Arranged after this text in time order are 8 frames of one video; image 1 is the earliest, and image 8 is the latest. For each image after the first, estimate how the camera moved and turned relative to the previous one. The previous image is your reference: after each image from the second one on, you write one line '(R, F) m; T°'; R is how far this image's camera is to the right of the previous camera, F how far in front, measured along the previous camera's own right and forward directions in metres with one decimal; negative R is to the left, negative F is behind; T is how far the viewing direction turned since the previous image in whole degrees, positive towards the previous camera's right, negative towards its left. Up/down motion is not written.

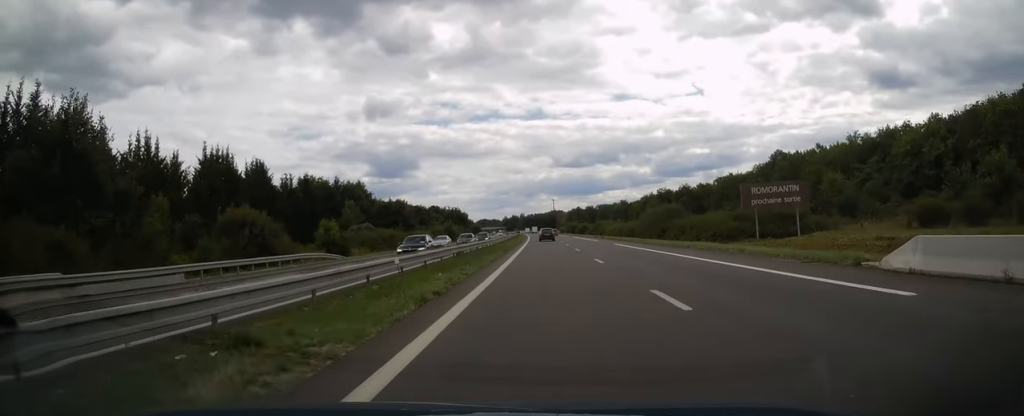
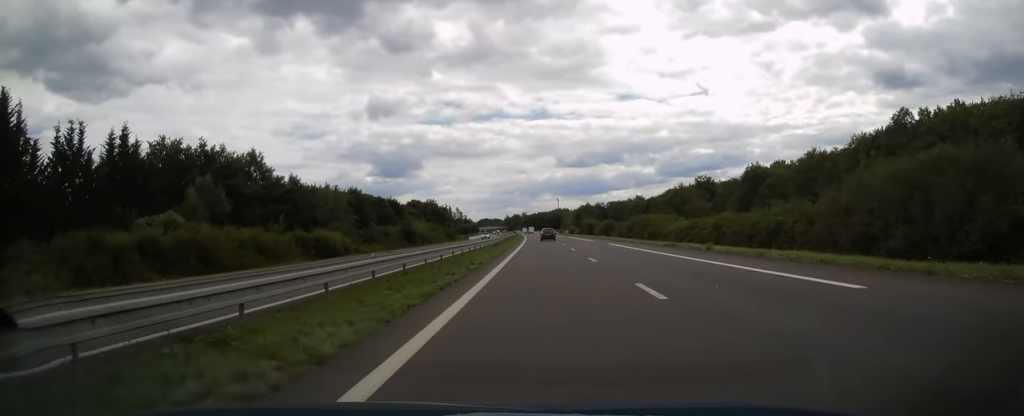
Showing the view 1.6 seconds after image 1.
(-0.3, +51.2) m; -1°
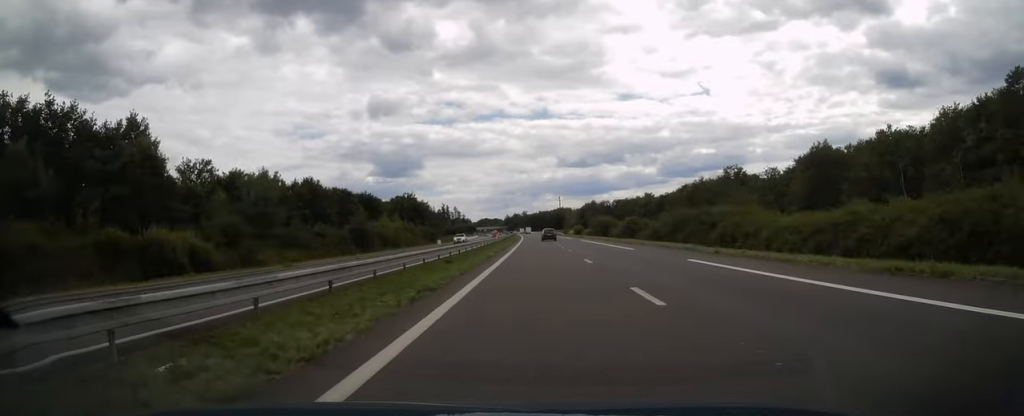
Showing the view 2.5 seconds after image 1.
(0.0, +27.1) m; 0°
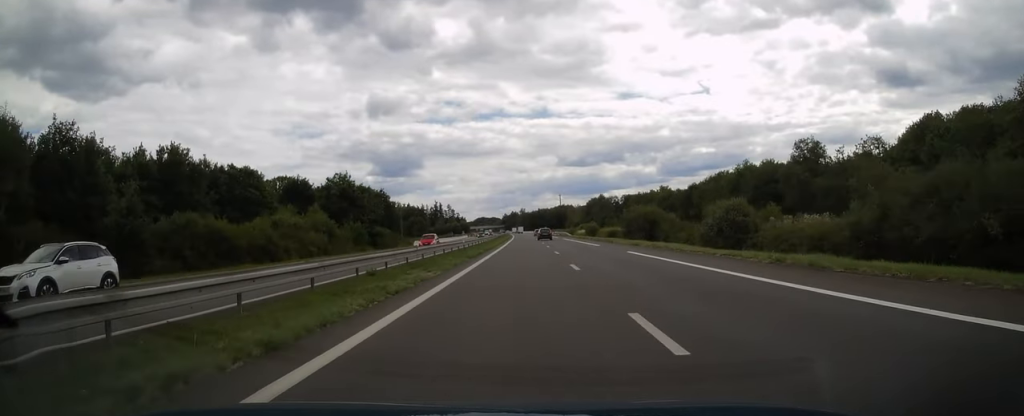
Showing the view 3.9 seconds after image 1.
(-0.1, +43.2) m; 0°
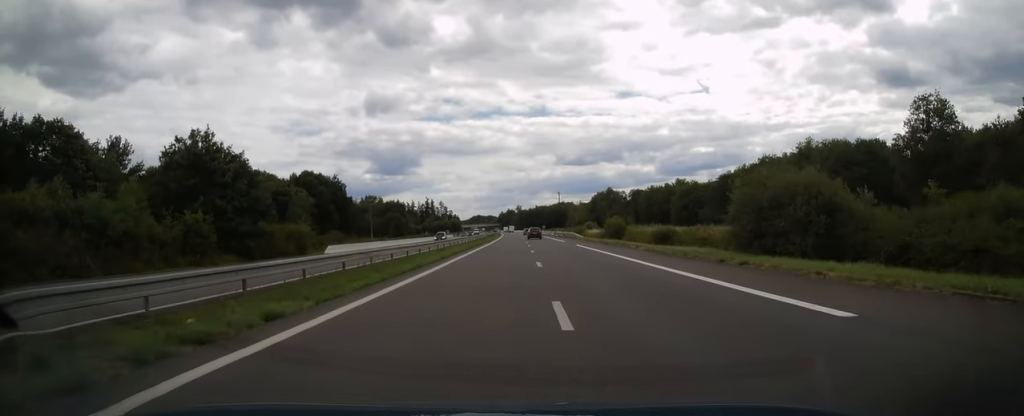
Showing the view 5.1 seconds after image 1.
(0.0, +37.5) m; 0°
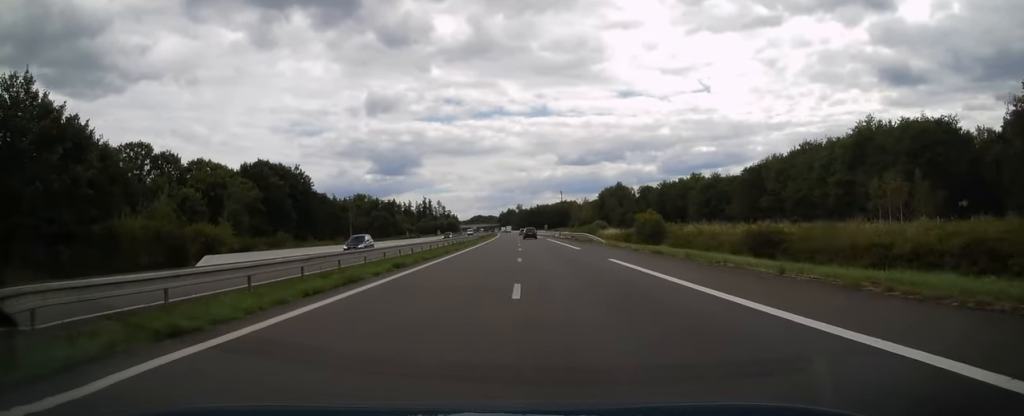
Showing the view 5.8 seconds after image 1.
(0.0, +22.4) m; 0°
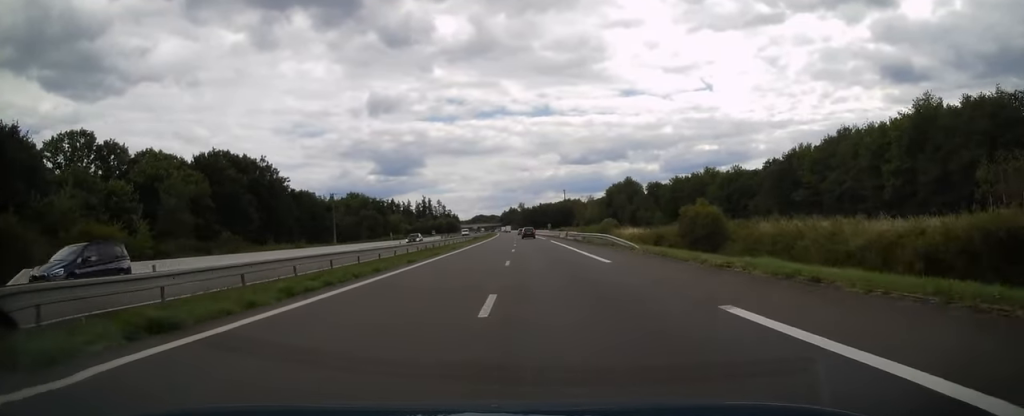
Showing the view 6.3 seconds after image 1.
(0.0, +15.6) m; 0°
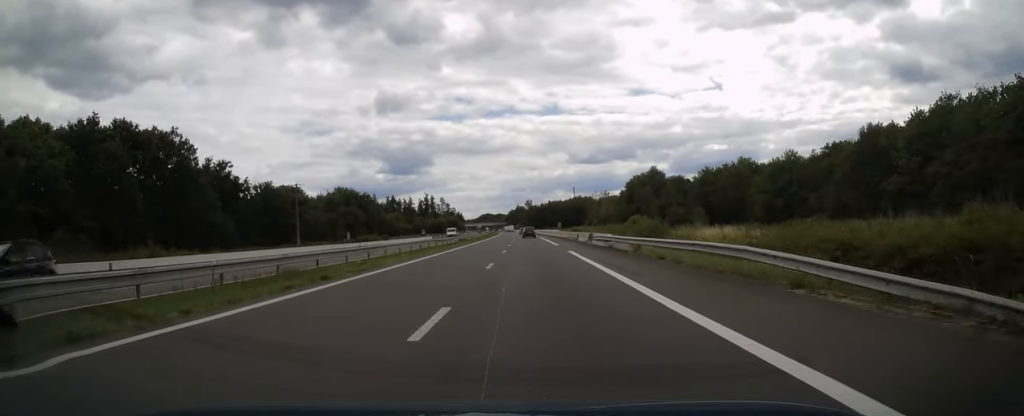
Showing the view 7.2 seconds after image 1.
(0.0, +28.6) m; 0°
